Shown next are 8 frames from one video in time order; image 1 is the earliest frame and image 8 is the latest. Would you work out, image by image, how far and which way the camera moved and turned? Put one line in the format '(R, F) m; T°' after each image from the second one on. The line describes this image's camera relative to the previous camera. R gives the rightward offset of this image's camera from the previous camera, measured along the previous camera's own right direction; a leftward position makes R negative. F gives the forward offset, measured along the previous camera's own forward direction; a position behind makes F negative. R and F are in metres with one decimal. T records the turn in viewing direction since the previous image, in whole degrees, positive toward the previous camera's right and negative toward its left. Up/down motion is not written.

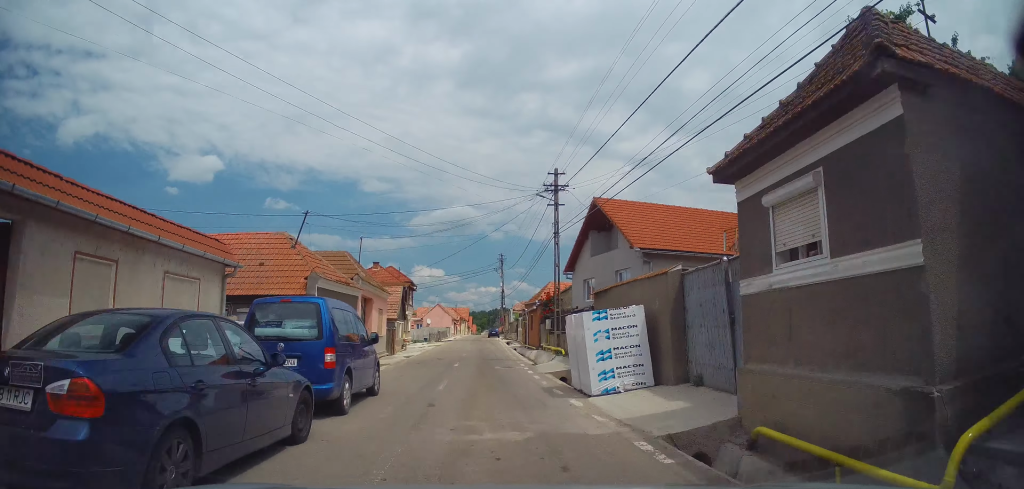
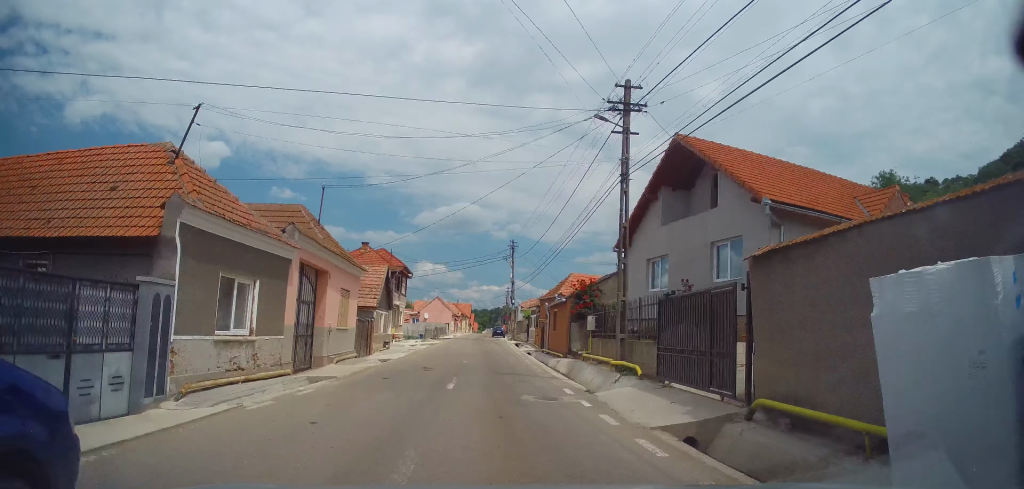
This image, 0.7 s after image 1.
(0.0, +9.8) m; 0°
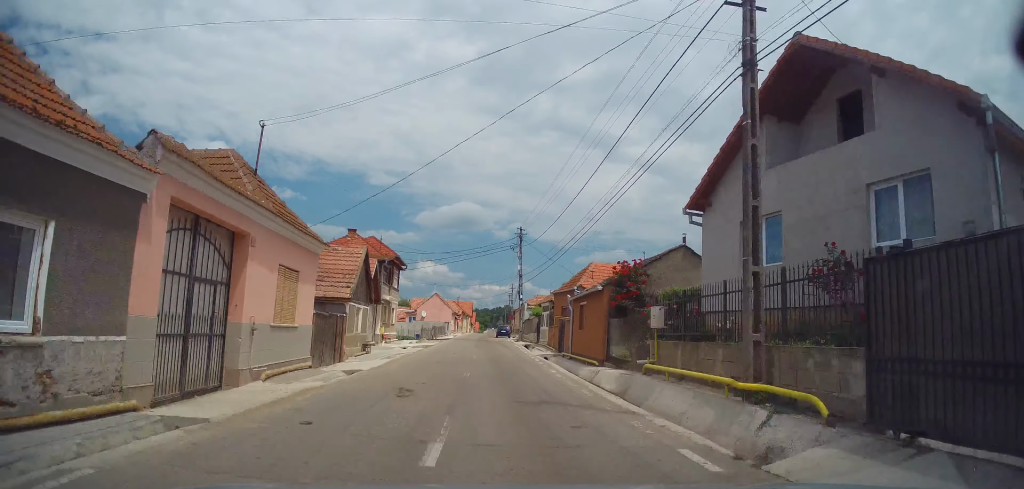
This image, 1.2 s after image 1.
(+0.1, +6.6) m; 0°
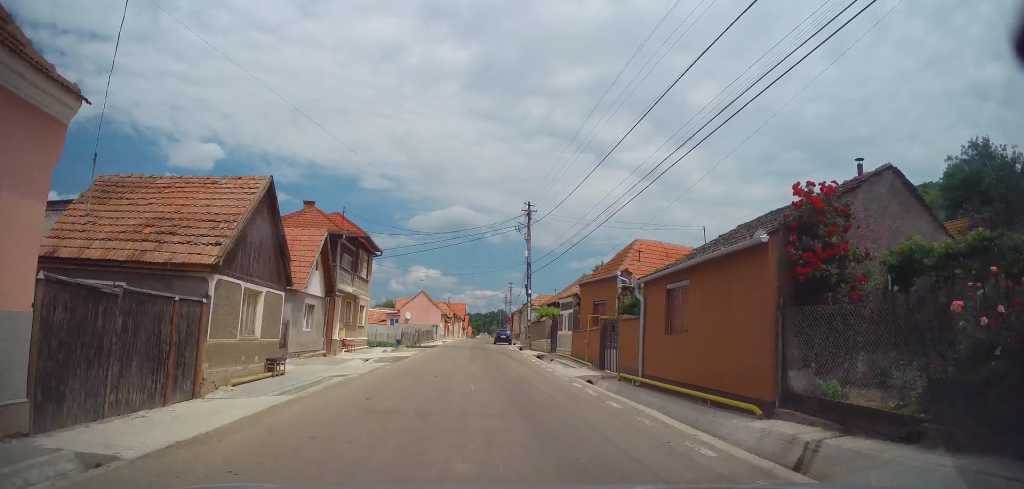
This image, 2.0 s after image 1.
(0.0, +11.5) m; 0°
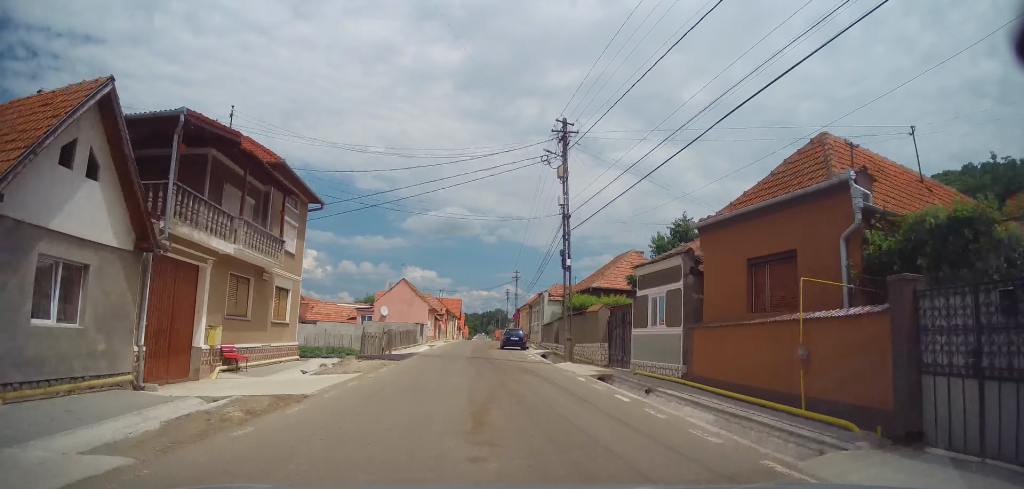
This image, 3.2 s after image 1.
(0.0, +15.5) m; 0°
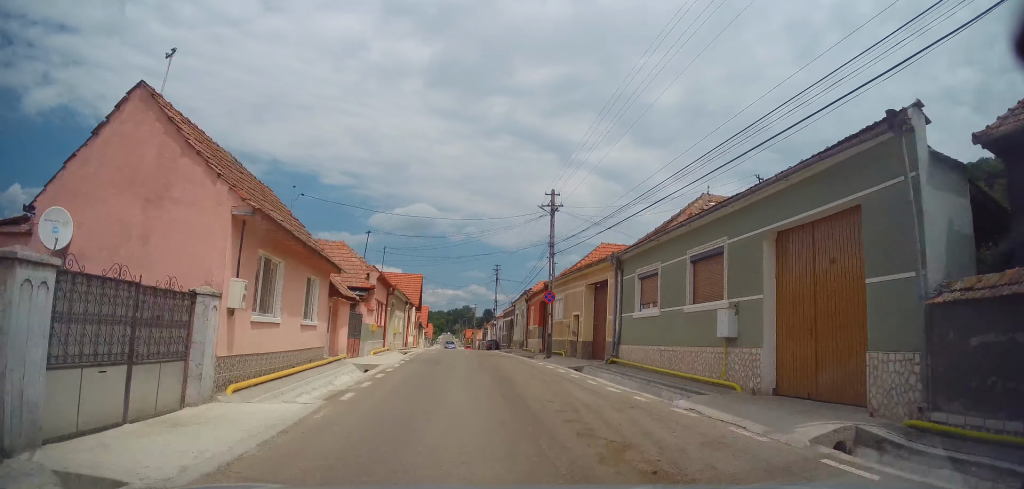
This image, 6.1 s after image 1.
(+0.4, +37.8) m; +3°
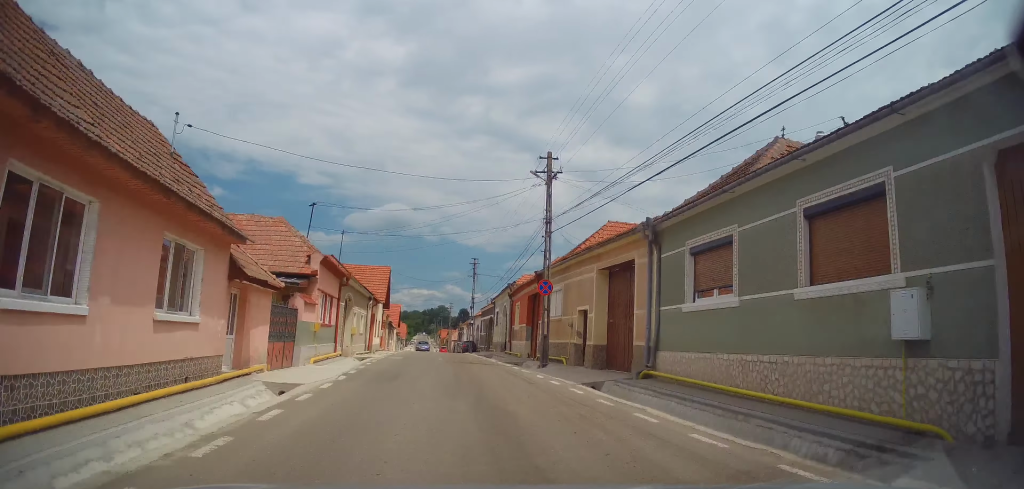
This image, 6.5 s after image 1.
(0.0, +5.9) m; +1°
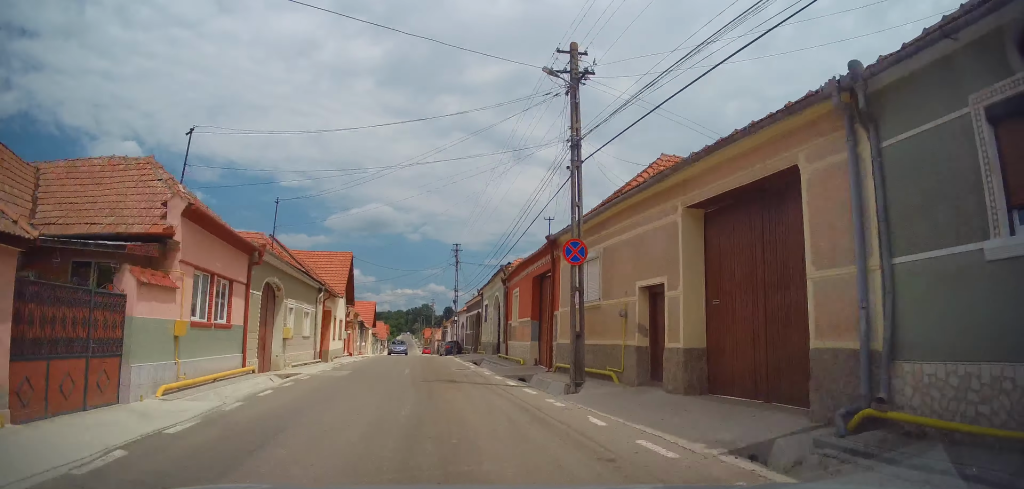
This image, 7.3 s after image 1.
(0.0, +9.2) m; +3°
